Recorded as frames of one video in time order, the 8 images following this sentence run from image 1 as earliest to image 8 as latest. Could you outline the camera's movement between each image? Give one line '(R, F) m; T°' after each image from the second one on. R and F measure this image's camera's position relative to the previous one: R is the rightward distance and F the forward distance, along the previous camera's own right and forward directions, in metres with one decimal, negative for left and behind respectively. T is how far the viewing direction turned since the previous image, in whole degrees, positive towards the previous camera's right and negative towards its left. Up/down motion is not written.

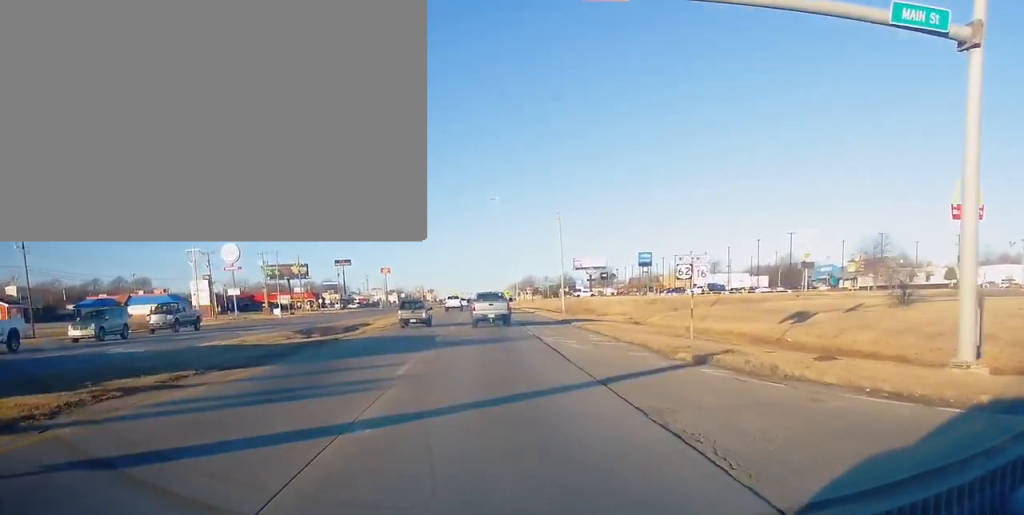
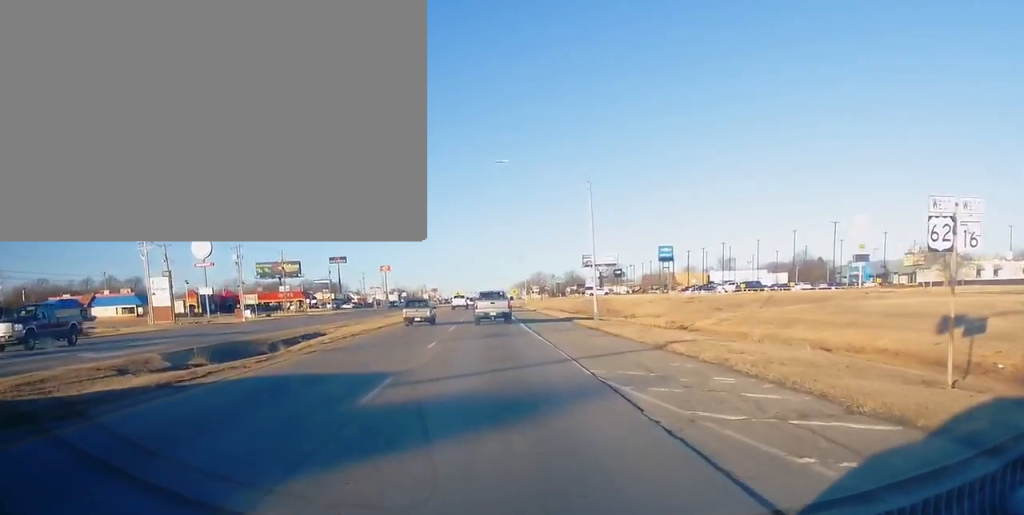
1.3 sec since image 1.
(0.0, +18.0) m; 0°
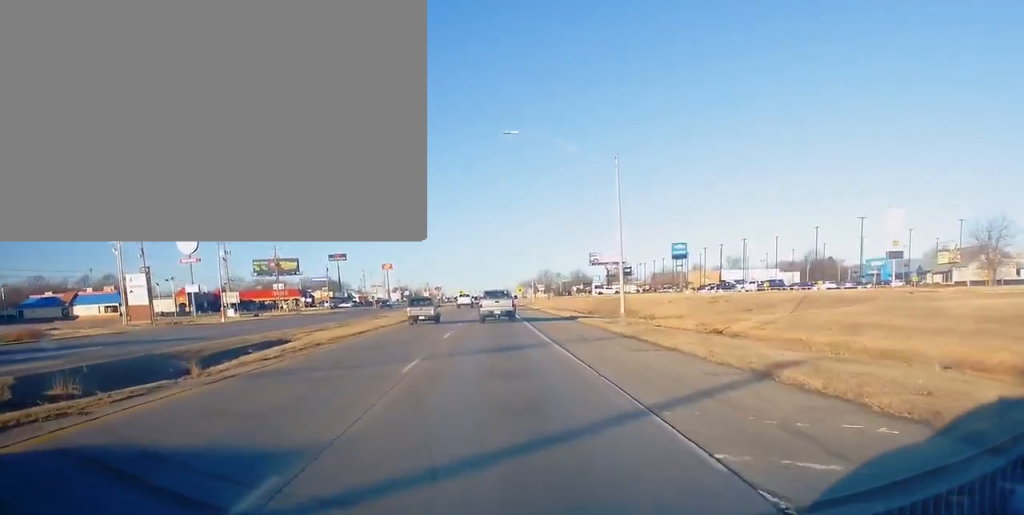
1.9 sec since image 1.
(0.0, +8.8) m; -1°
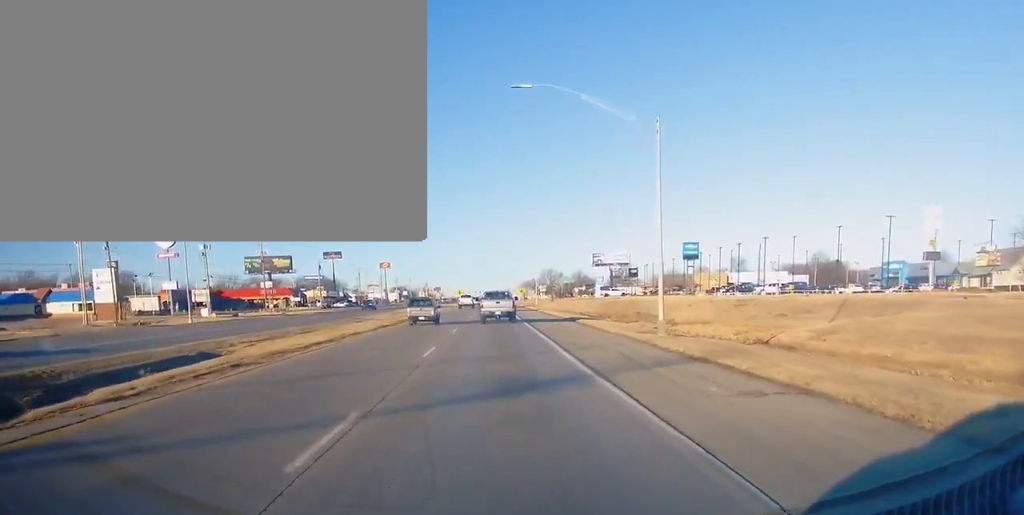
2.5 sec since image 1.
(-0.1, +9.4) m; -1°
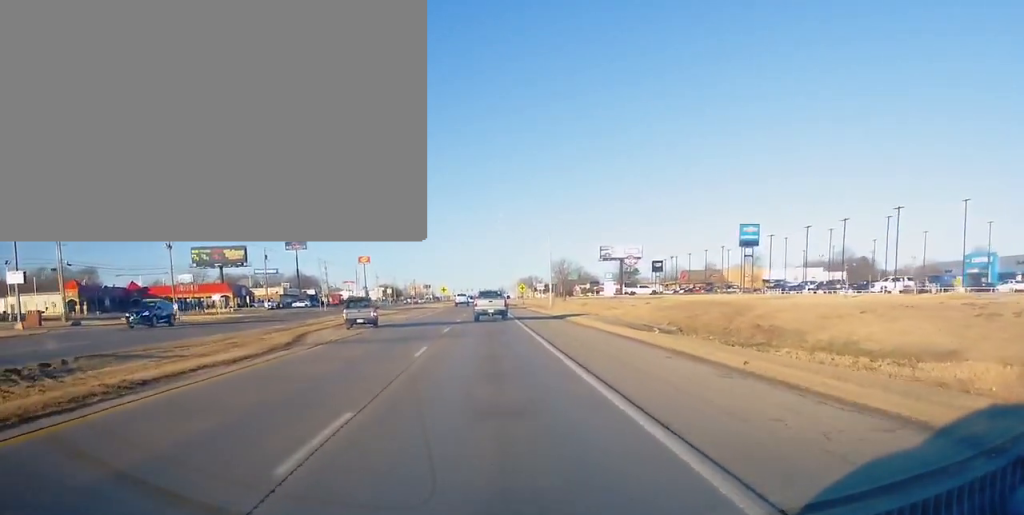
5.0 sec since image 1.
(+0.6, +41.0) m; +2°
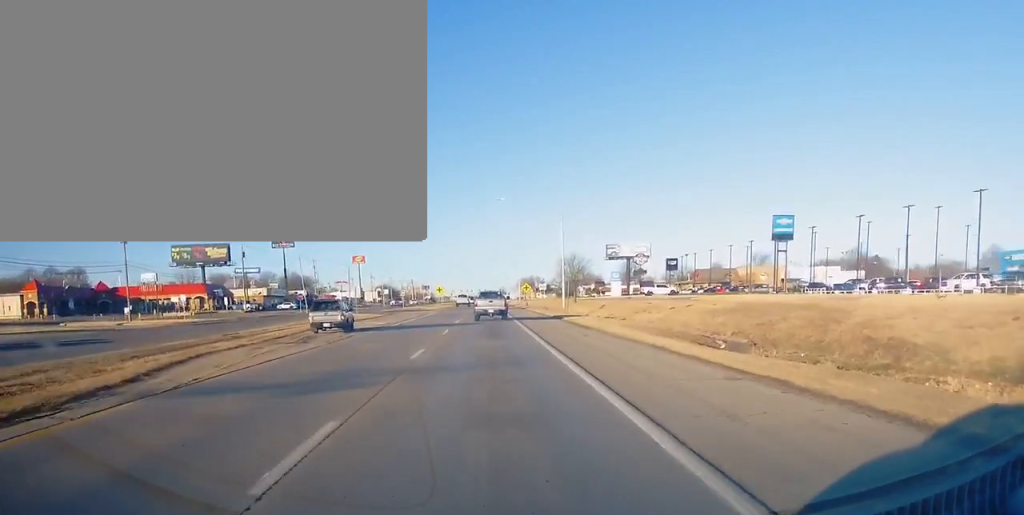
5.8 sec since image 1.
(0.0, +14.3) m; 0°
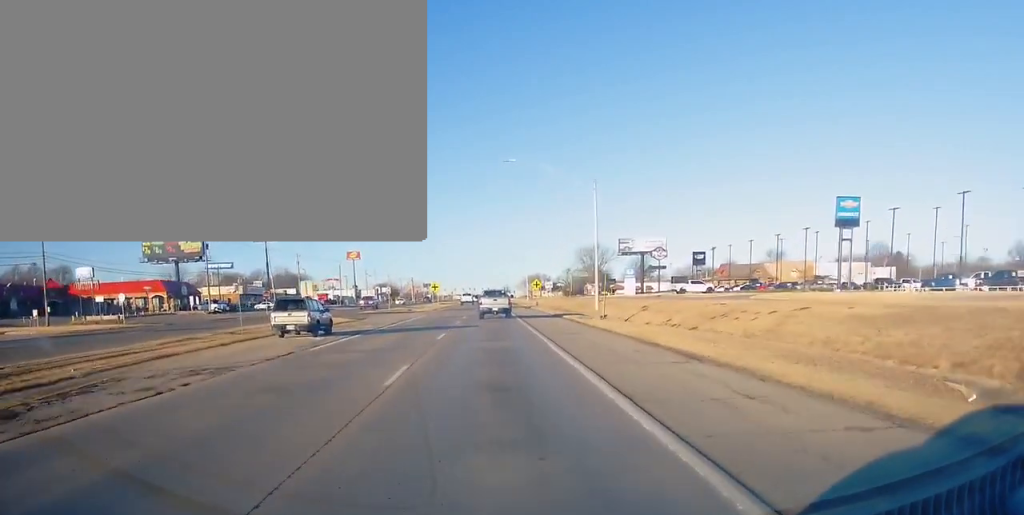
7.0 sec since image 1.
(0.0, +19.5) m; 0°
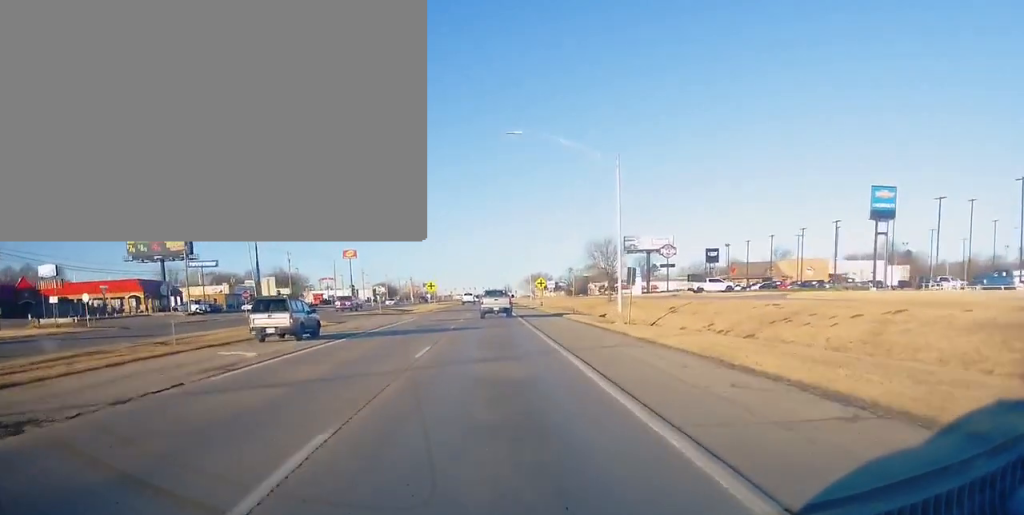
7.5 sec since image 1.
(0.0, +8.6) m; 0°
